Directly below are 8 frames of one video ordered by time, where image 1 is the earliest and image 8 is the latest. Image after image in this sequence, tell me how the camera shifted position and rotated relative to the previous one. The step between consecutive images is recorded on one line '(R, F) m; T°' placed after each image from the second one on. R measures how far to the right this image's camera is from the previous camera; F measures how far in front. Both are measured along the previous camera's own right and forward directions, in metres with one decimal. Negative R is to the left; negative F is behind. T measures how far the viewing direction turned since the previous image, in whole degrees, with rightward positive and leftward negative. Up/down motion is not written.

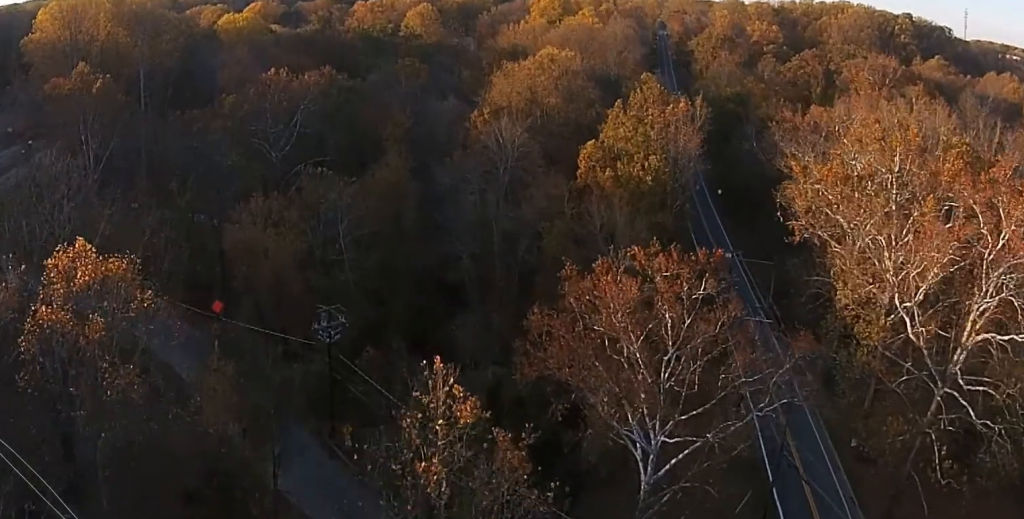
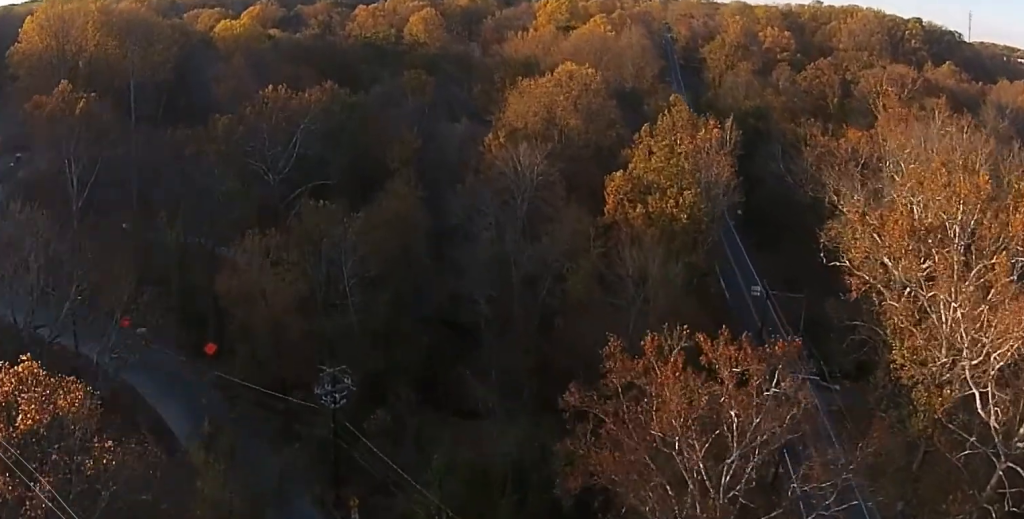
(0.0, +9.2) m; 0°
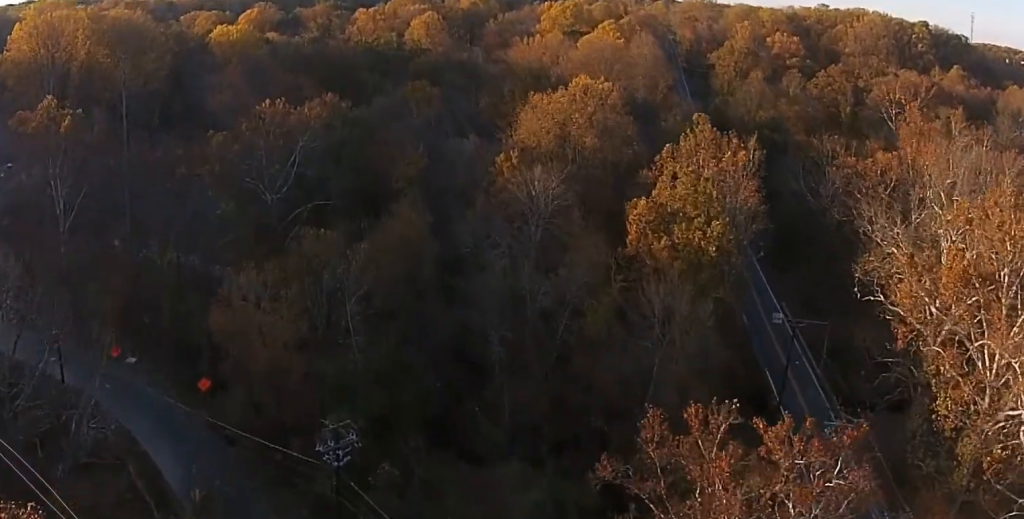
(0.0, +6.7) m; 0°
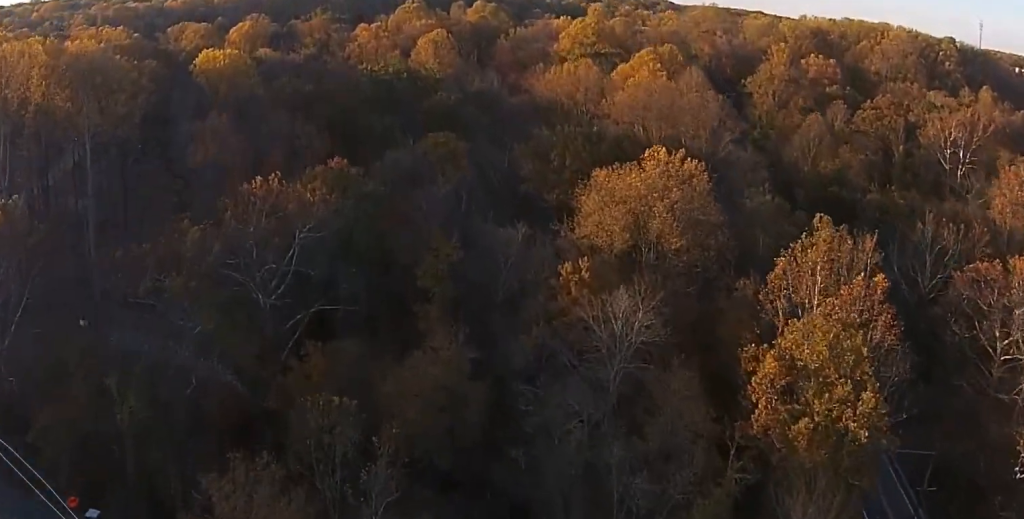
(0.0, +25.7) m; 0°
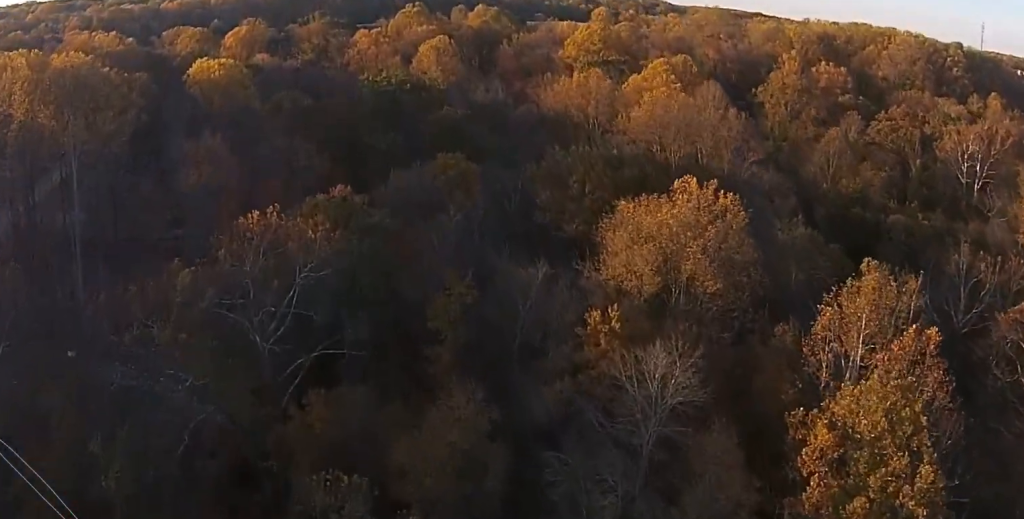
(0.0, +7.5) m; 0°
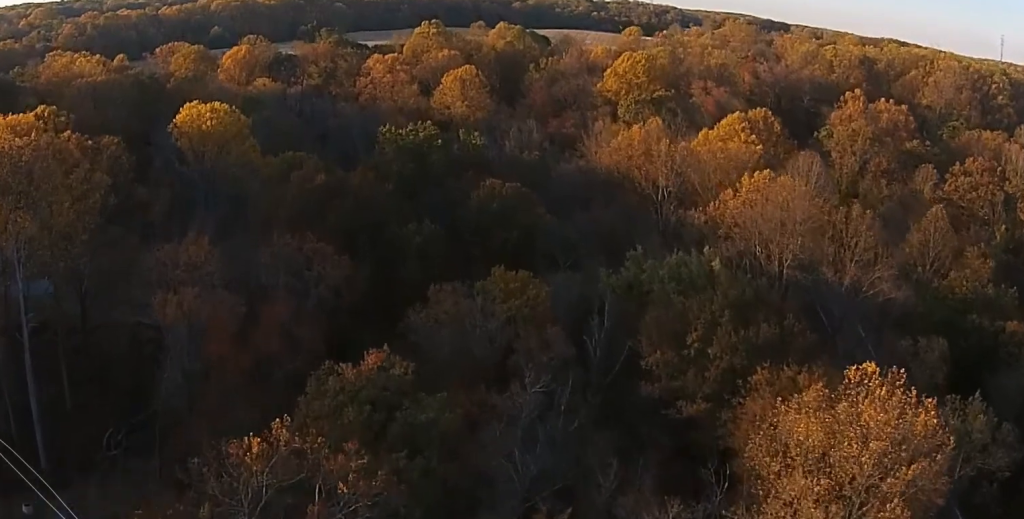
(+0.1, +29.2) m; +1°
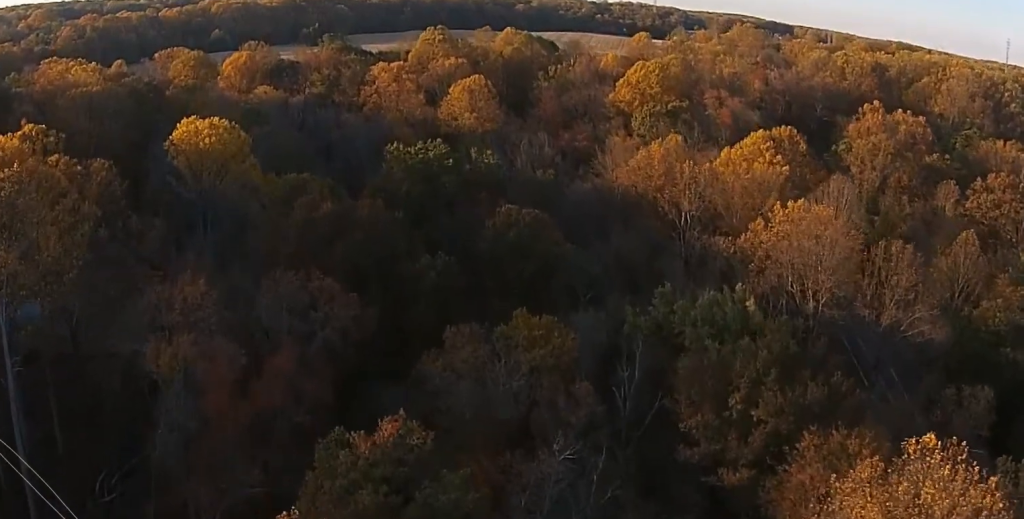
(0.0, +7.5) m; 0°
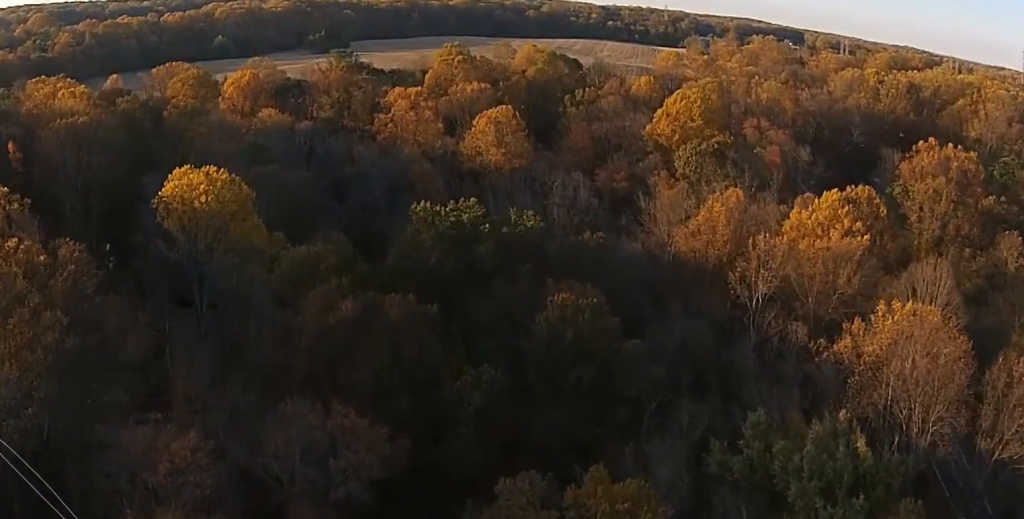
(-0.1, +20.5) m; 0°
